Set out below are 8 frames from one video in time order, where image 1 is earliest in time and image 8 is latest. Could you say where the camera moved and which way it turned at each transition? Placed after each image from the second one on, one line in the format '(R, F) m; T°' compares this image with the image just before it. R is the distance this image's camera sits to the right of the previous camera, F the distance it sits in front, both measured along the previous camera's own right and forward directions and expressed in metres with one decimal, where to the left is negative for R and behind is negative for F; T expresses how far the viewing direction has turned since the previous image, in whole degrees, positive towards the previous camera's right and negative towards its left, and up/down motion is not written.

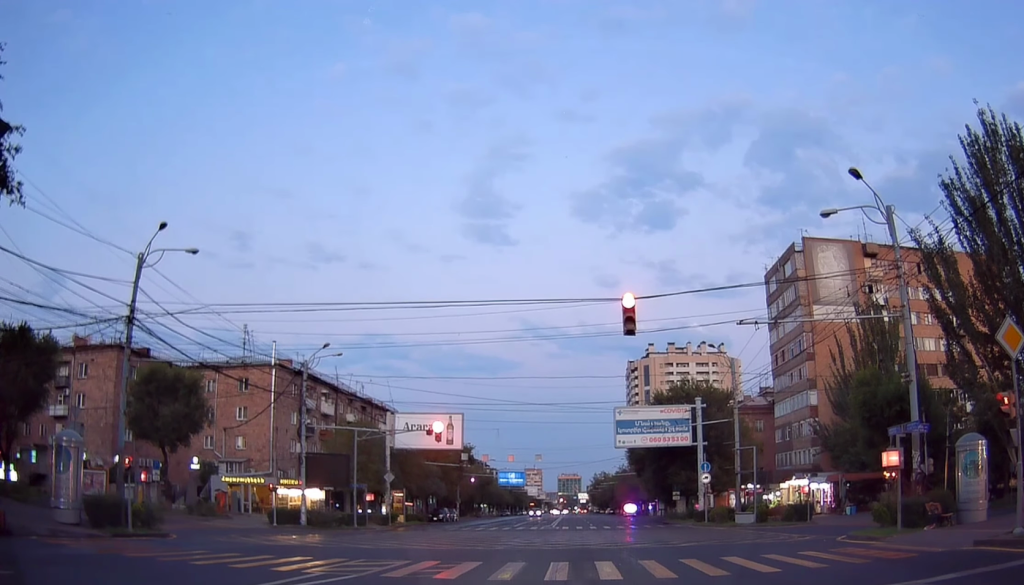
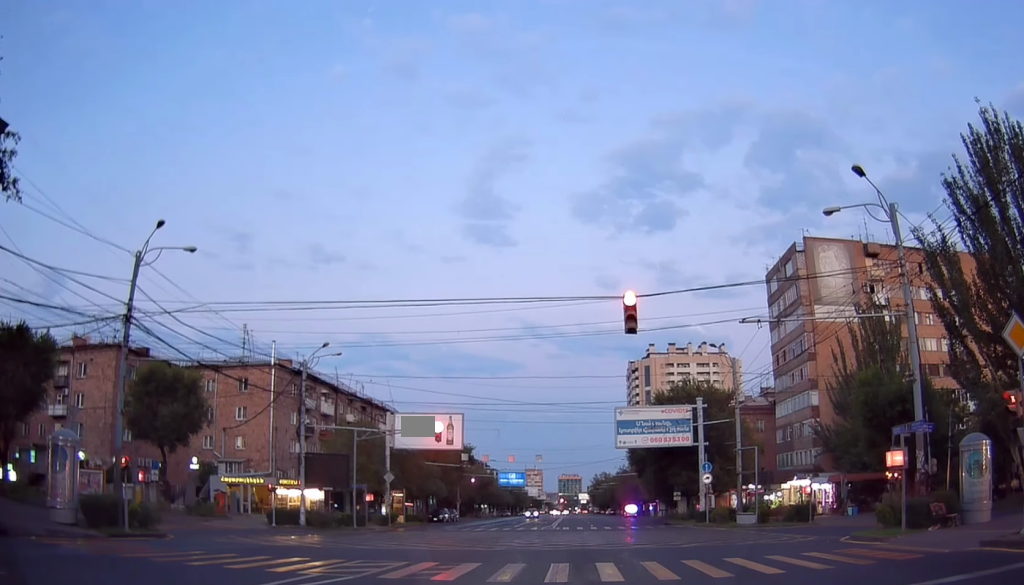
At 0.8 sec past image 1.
(0.0, 0.0) m; 0°
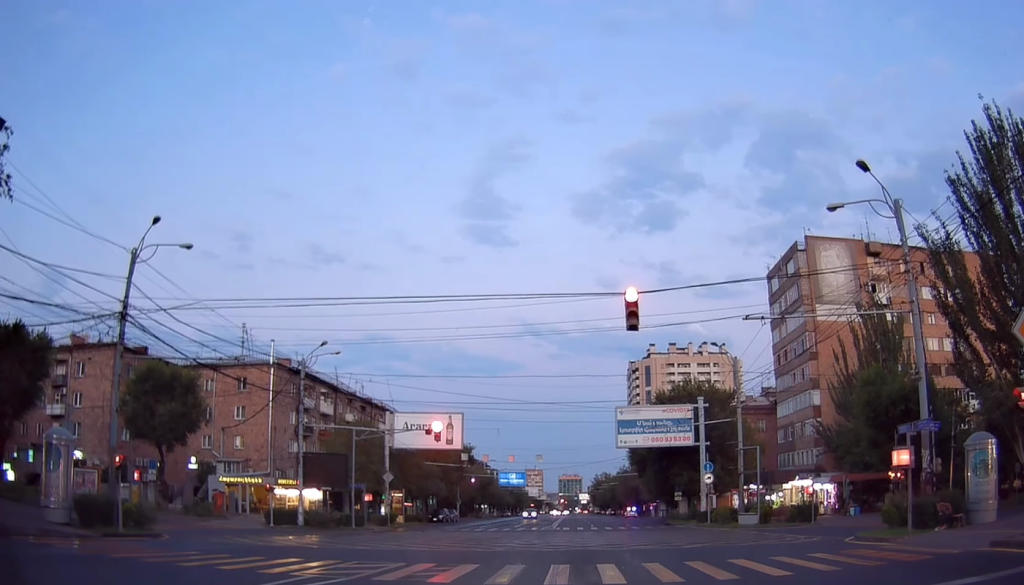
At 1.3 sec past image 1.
(0.0, 0.0) m; 0°
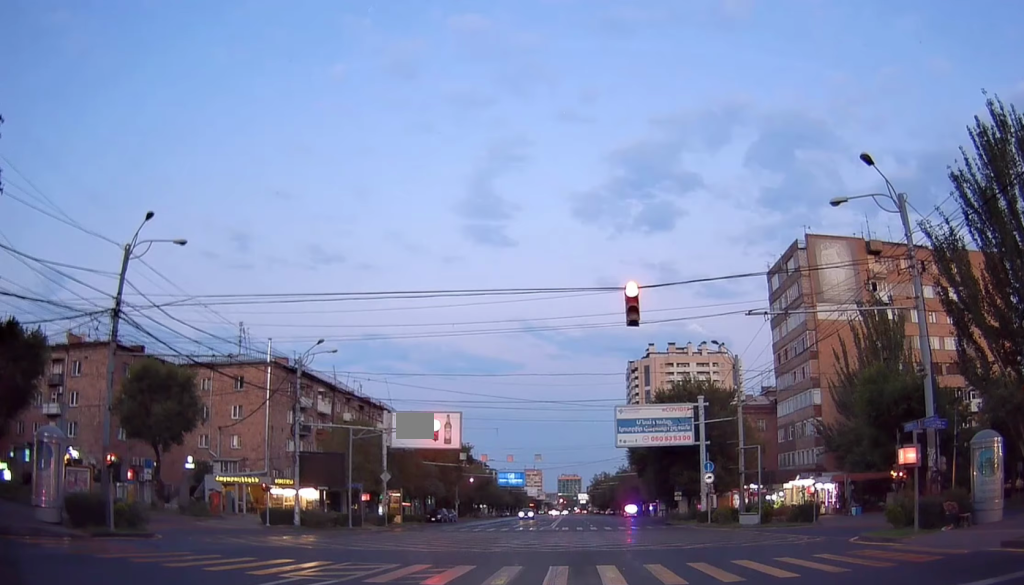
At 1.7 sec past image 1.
(0.0, 0.0) m; 0°
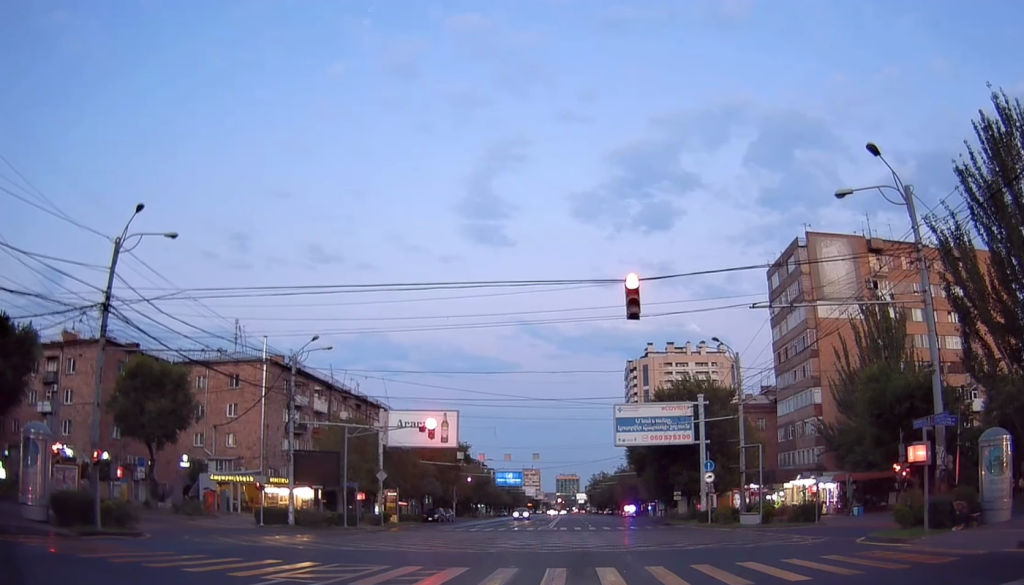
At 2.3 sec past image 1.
(0.0, +0.1) m; 0°
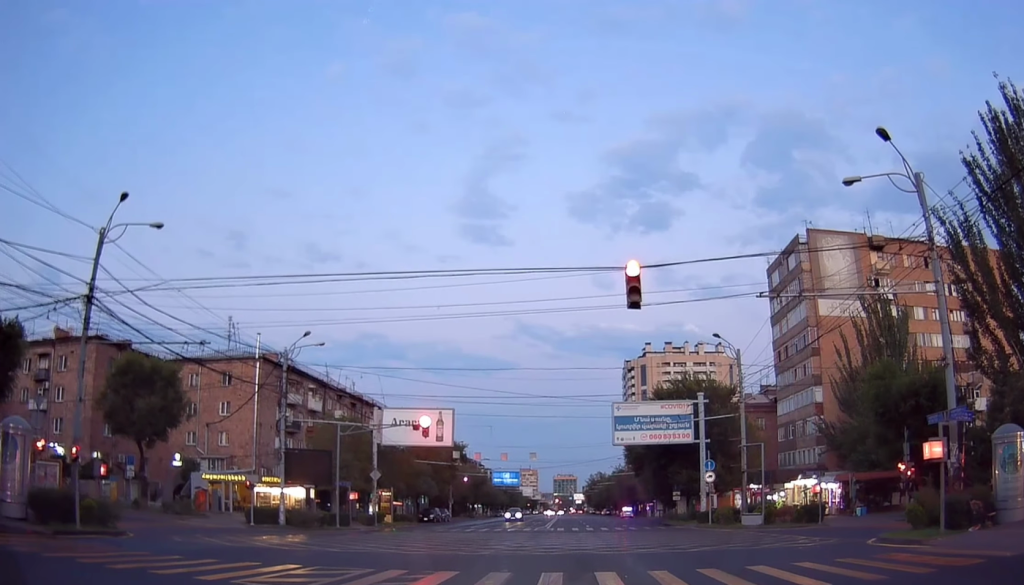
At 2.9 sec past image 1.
(0.0, +0.2) m; 0°
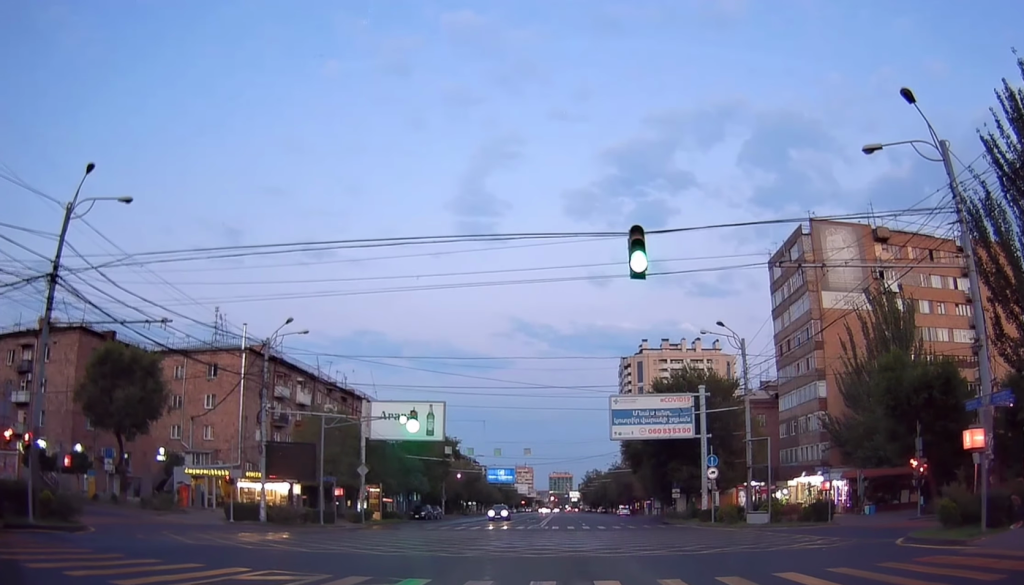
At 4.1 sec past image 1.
(+0.2, +1.2) m; +2°
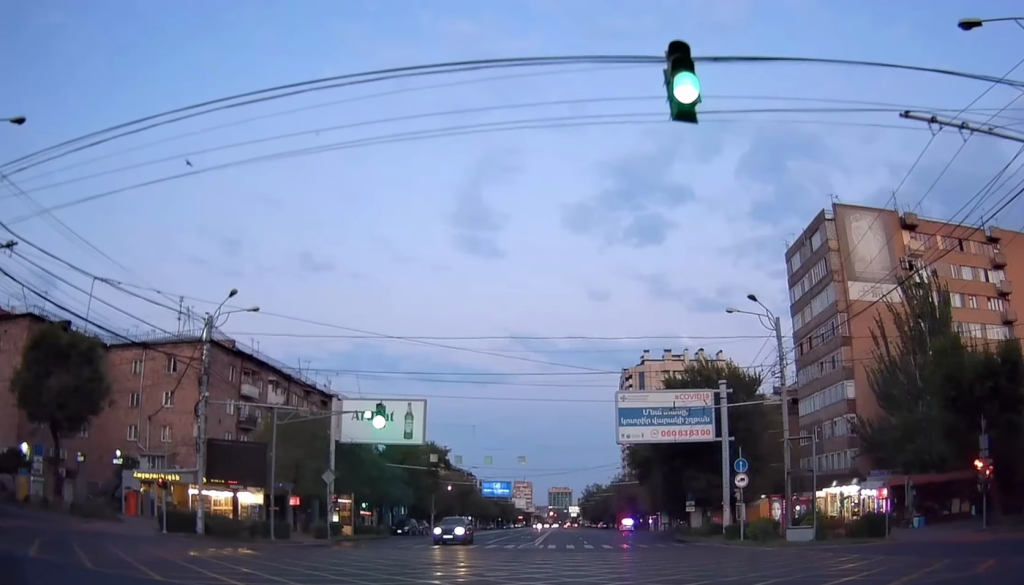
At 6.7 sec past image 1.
(+0.5, +6.1) m; +5°
